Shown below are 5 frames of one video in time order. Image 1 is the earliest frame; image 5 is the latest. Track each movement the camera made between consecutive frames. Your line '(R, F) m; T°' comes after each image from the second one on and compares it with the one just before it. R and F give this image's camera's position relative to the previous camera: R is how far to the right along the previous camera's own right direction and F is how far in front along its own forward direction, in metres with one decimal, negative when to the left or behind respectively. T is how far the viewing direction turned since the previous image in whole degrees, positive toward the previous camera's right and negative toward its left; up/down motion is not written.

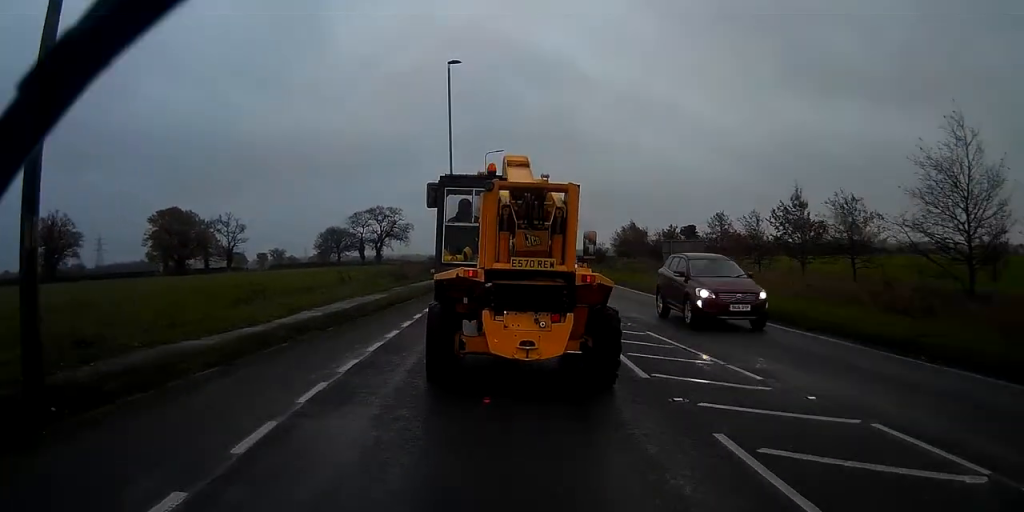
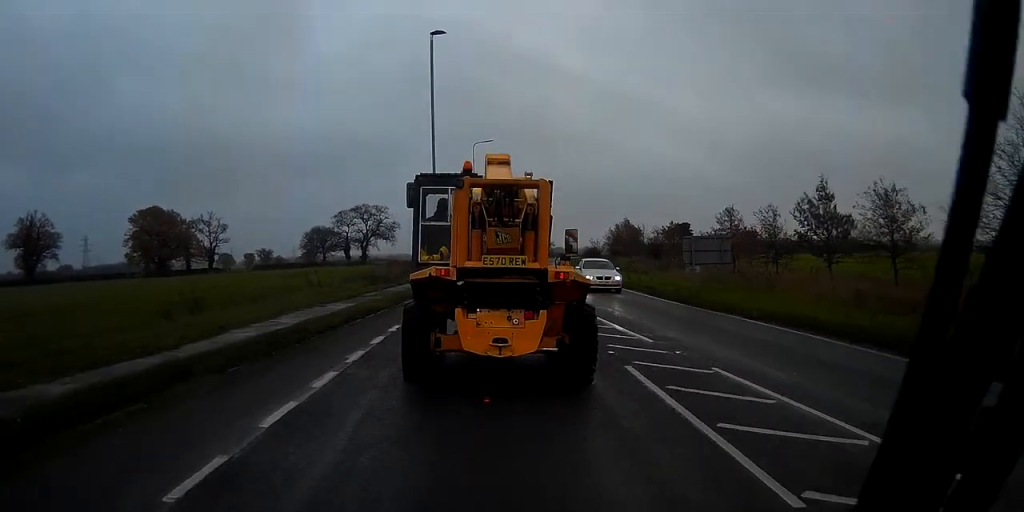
(-0.1, +5.4) m; 0°
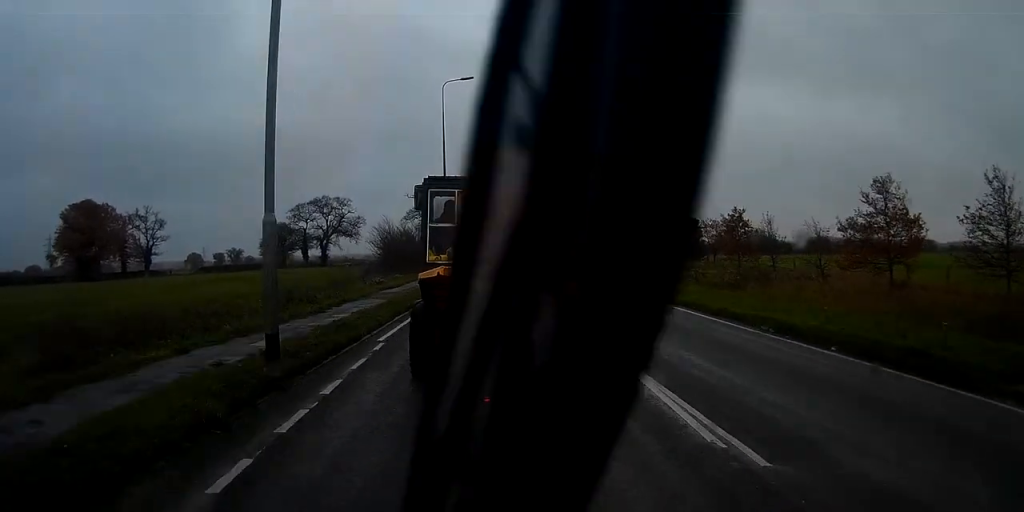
(+0.6, +25.7) m; 0°
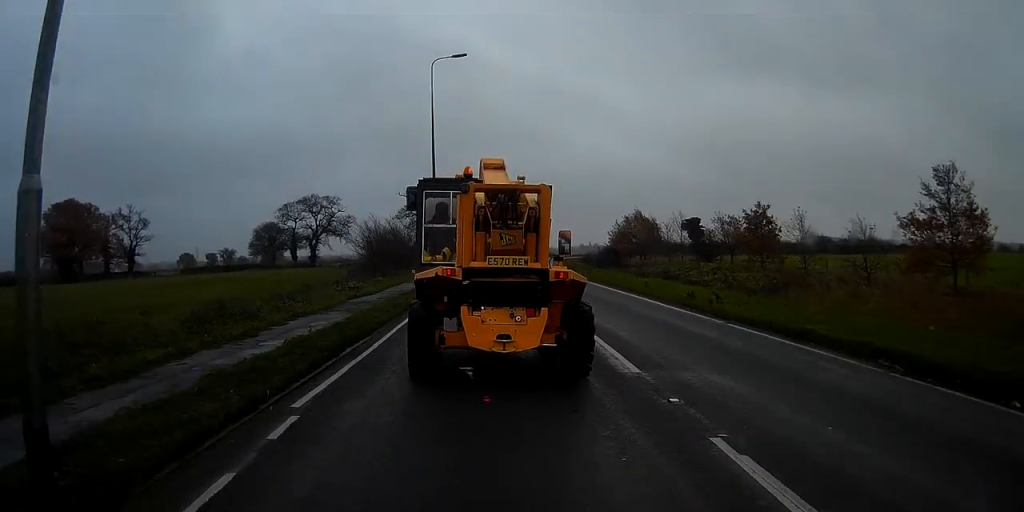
(0.0, +5.8) m; 0°
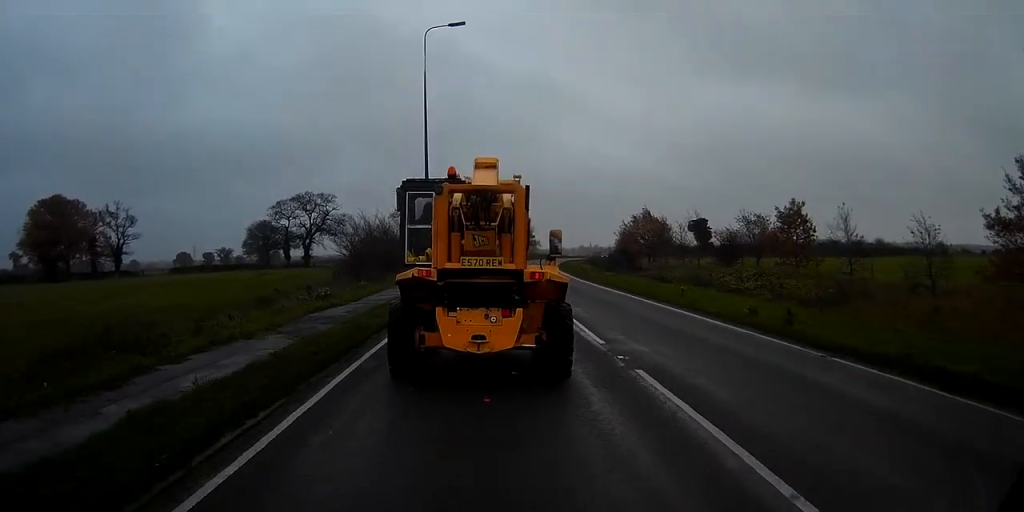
(0.0, +5.8) m; +1°
